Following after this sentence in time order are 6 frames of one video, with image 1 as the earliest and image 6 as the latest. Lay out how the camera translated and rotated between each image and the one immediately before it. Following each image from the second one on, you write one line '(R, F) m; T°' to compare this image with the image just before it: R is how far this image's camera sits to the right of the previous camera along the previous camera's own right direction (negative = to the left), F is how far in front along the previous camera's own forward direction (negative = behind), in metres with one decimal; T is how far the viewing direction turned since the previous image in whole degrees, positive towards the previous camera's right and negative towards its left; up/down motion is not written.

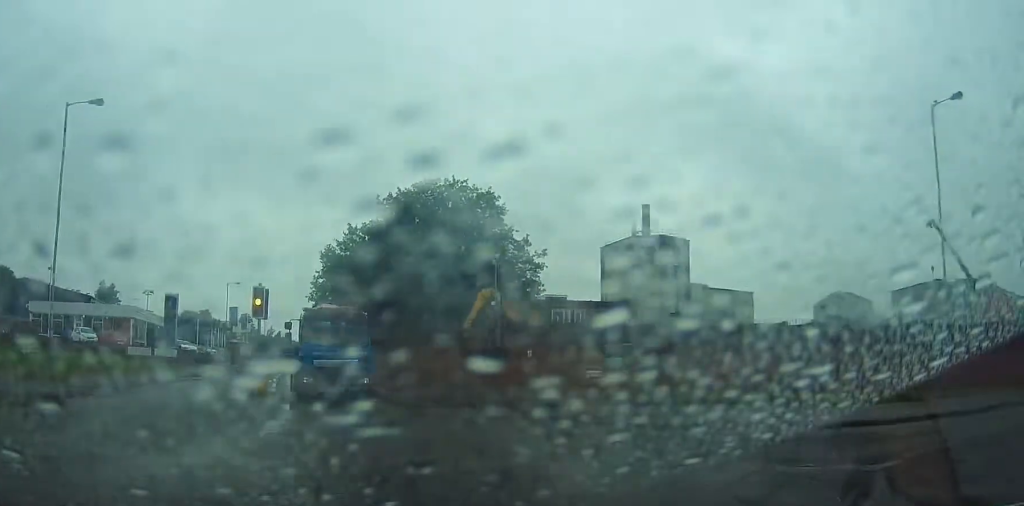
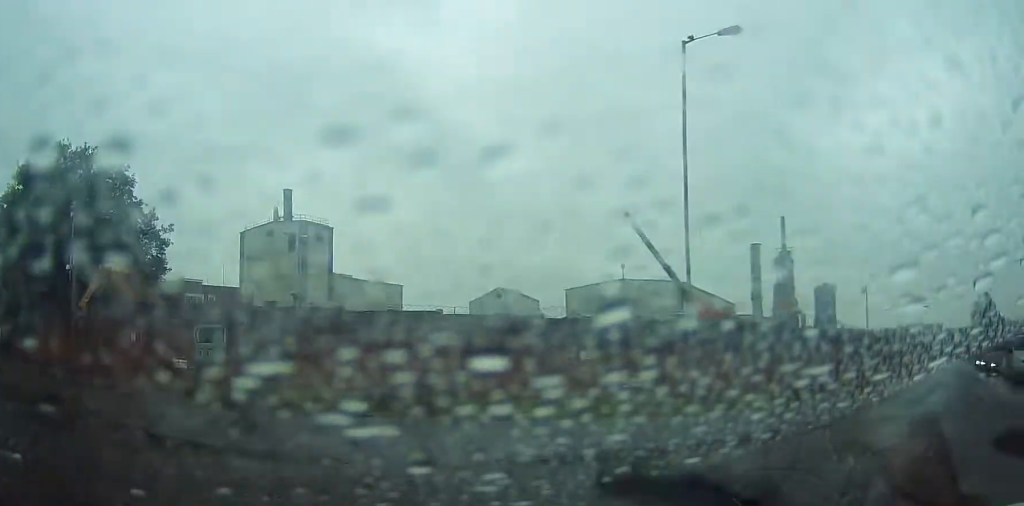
(+1.8, +6.7) m; +30°
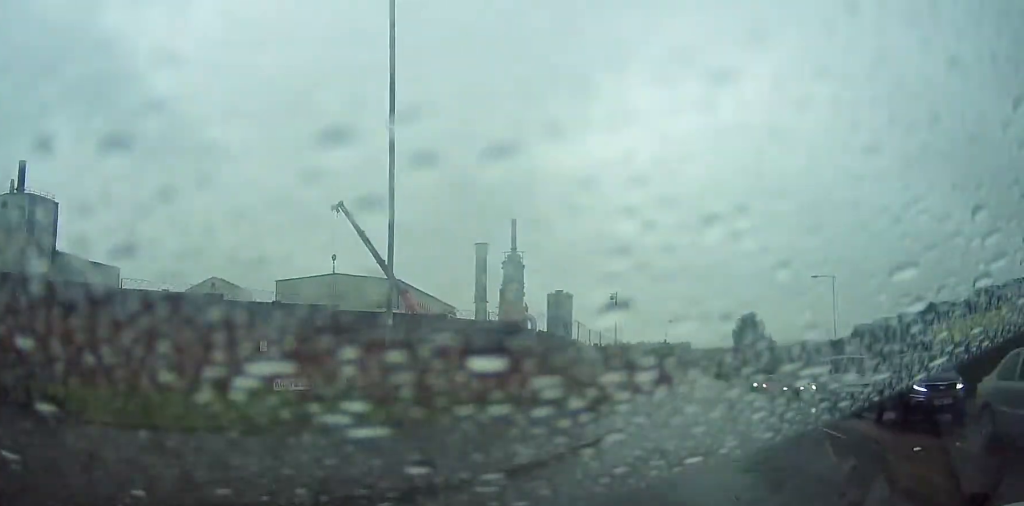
(+1.0, +5.1) m; +12°
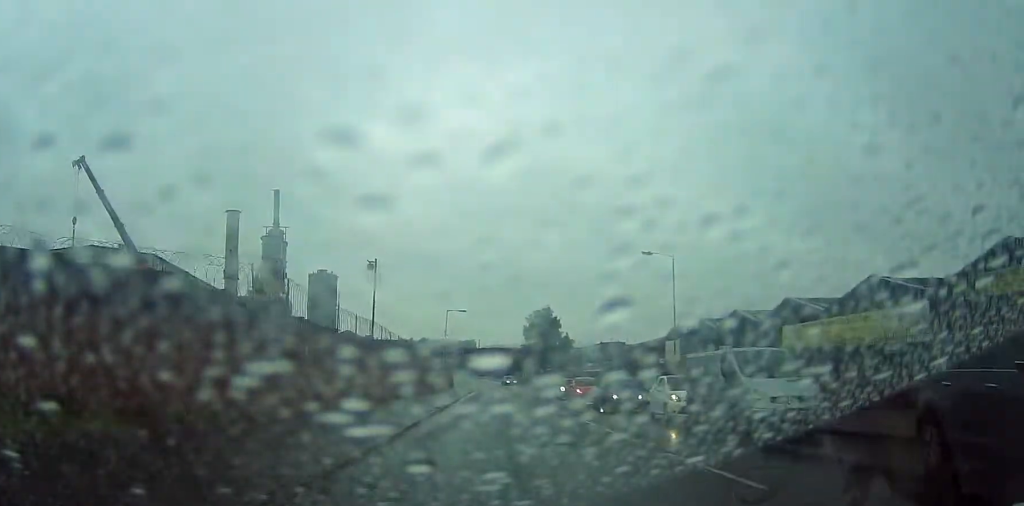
(+0.8, +12.4) m; +6°
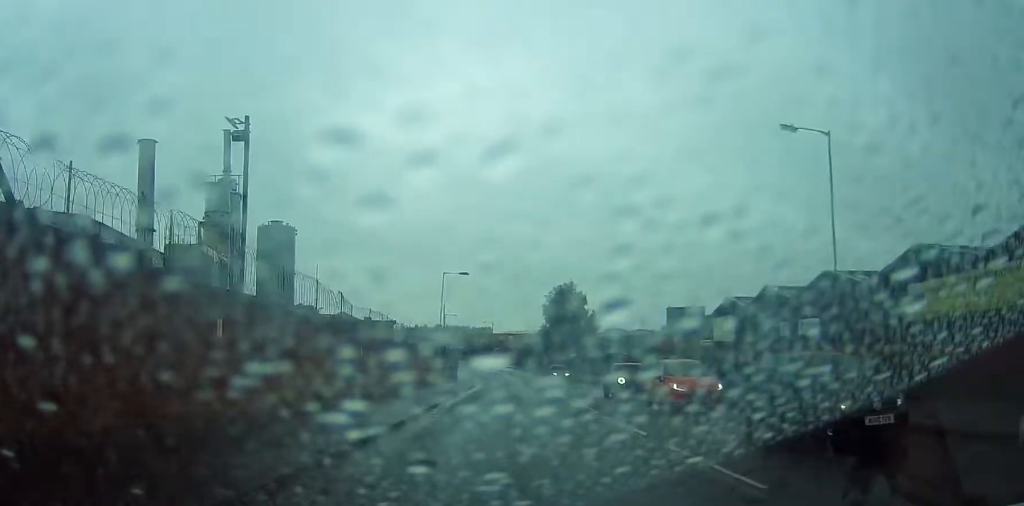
(+0.2, +19.6) m; -1°
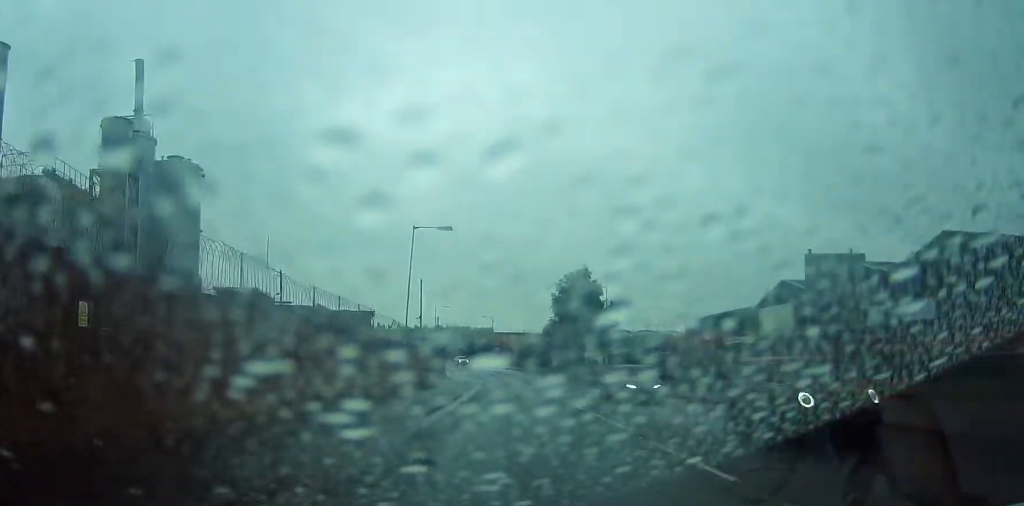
(-0.2, +17.6) m; +1°
